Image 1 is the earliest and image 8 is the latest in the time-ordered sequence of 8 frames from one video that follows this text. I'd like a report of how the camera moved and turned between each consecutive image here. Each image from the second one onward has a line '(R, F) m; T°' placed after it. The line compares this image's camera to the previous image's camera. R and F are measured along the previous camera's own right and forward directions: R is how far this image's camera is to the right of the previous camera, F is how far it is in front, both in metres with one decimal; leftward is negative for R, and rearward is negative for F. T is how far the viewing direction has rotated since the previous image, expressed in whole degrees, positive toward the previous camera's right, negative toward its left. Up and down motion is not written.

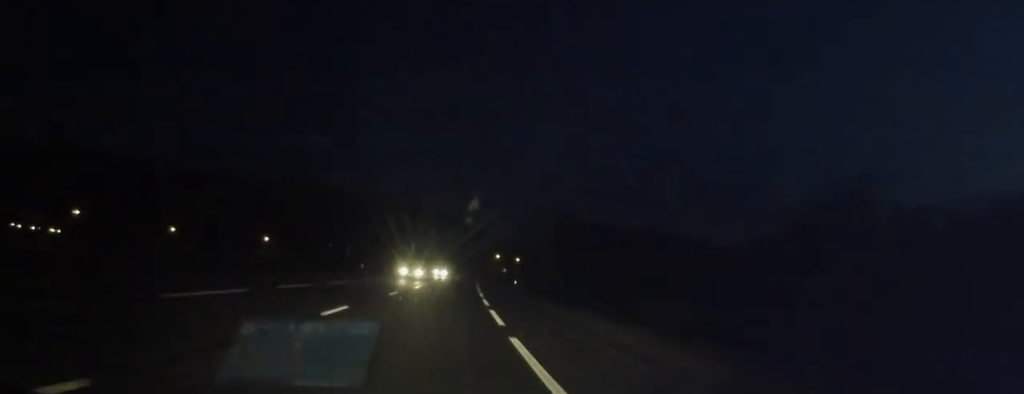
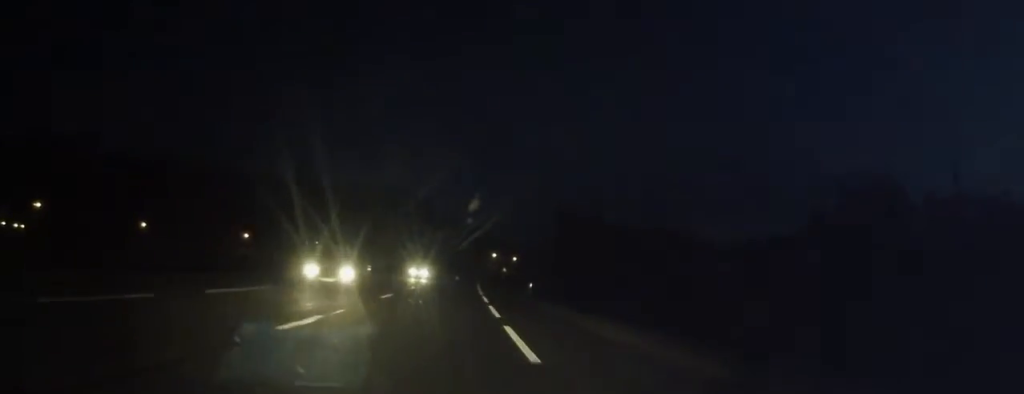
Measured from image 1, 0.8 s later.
(-0.1, +15.5) m; 0°
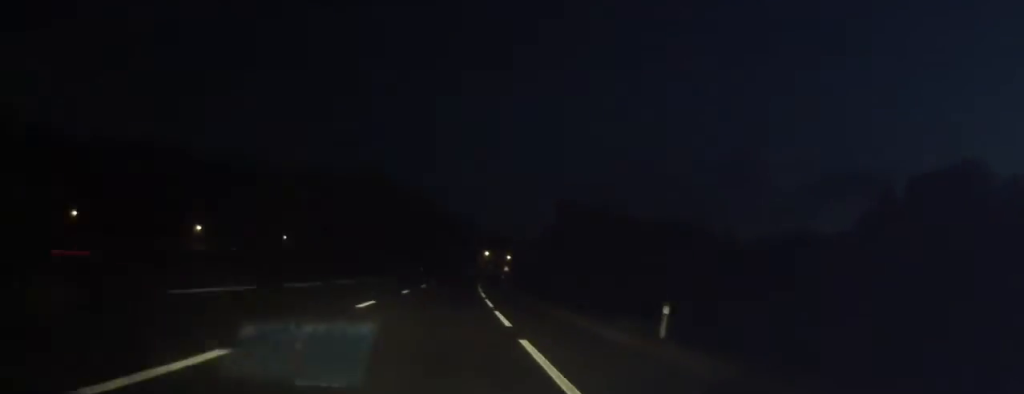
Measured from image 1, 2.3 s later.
(+0.3, +30.2) m; +1°
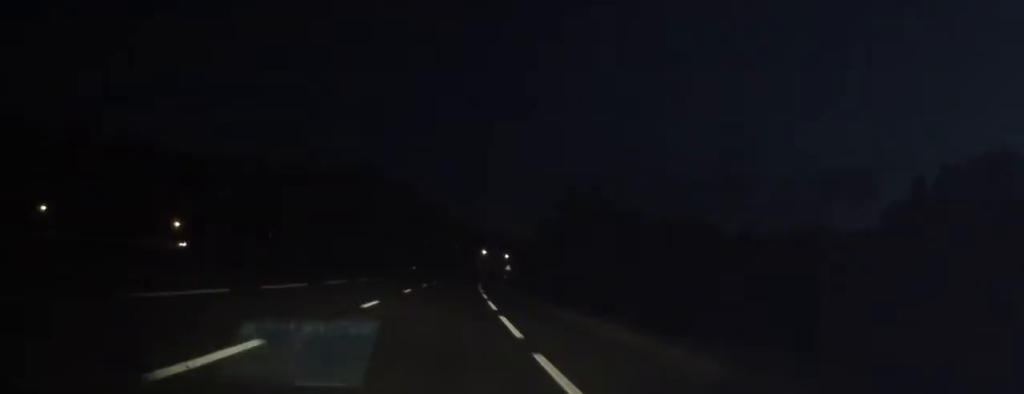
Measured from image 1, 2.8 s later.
(0.0, +11.4) m; 0°
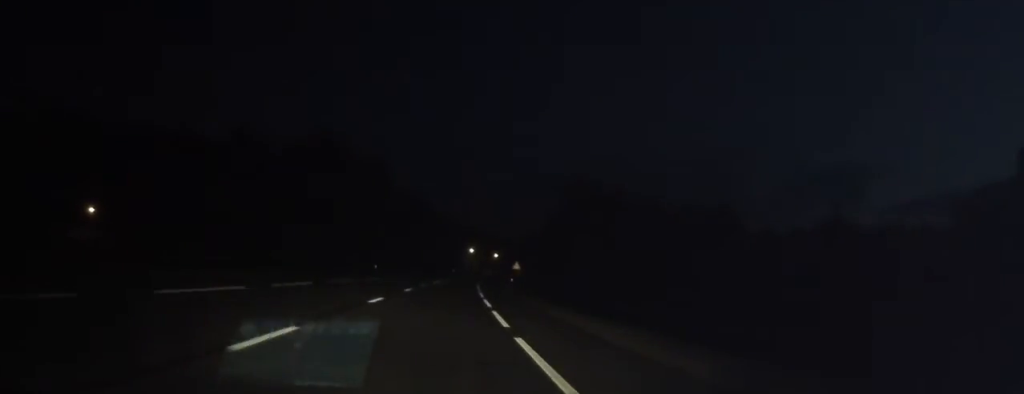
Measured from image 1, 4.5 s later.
(+0.3, +33.9) m; +1°
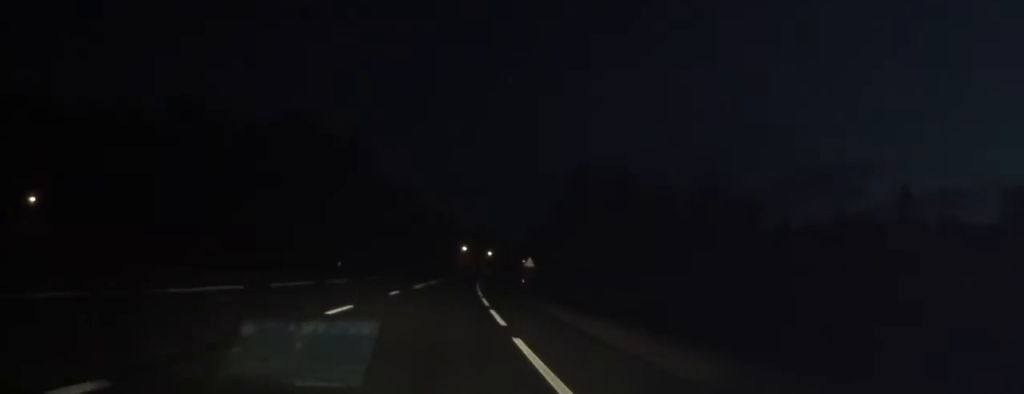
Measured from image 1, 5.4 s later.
(+0.1, +18.0) m; +1°
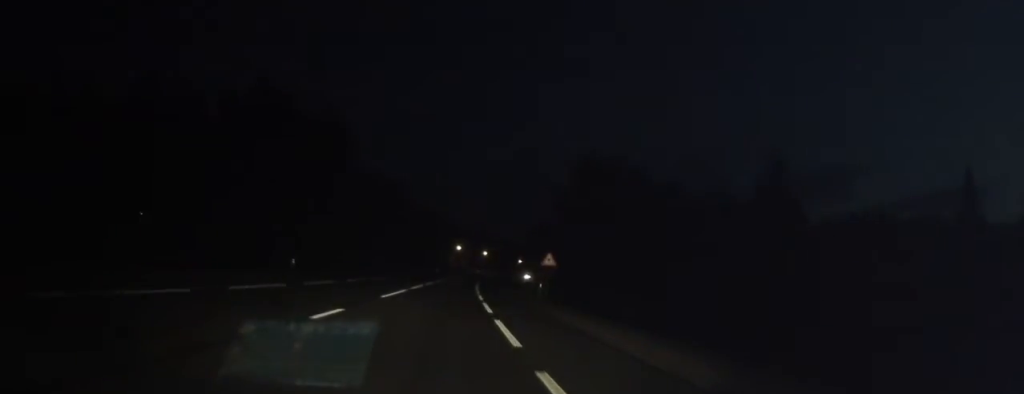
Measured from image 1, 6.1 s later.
(+0.2, +13.3) m; +1°
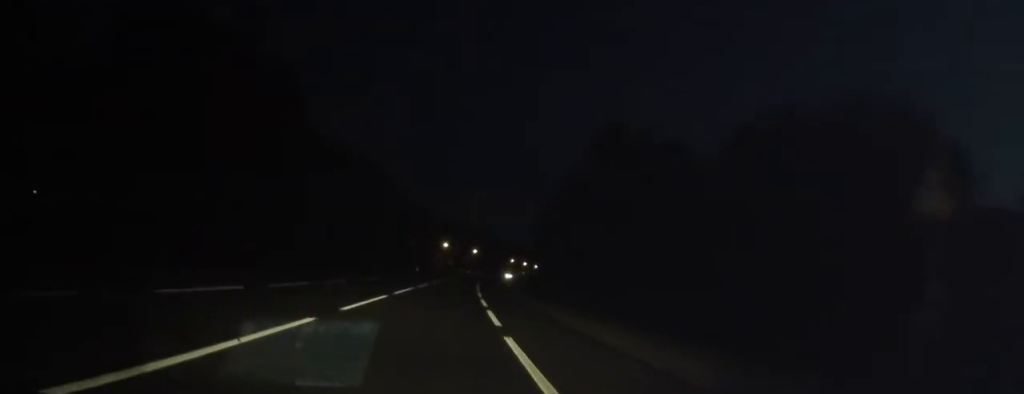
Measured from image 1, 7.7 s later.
(+0.2, +32.3) m; 0°
